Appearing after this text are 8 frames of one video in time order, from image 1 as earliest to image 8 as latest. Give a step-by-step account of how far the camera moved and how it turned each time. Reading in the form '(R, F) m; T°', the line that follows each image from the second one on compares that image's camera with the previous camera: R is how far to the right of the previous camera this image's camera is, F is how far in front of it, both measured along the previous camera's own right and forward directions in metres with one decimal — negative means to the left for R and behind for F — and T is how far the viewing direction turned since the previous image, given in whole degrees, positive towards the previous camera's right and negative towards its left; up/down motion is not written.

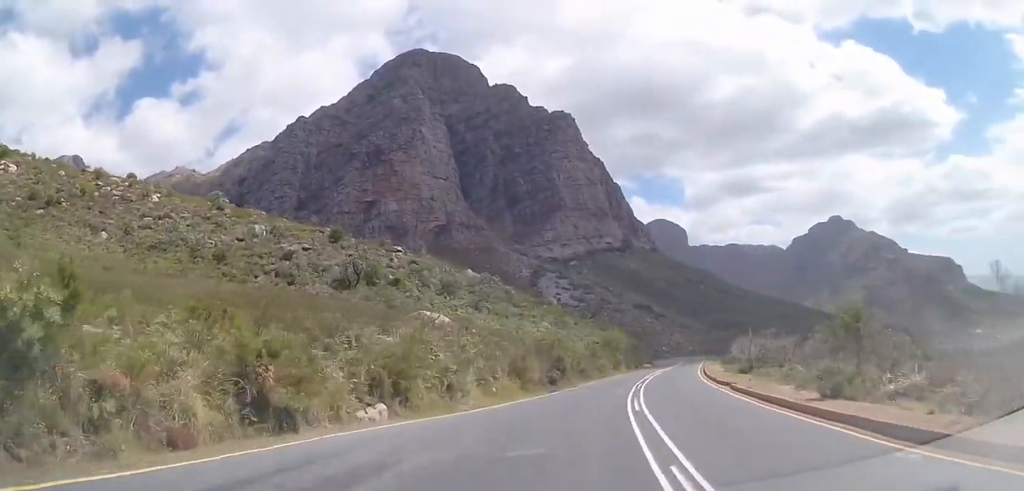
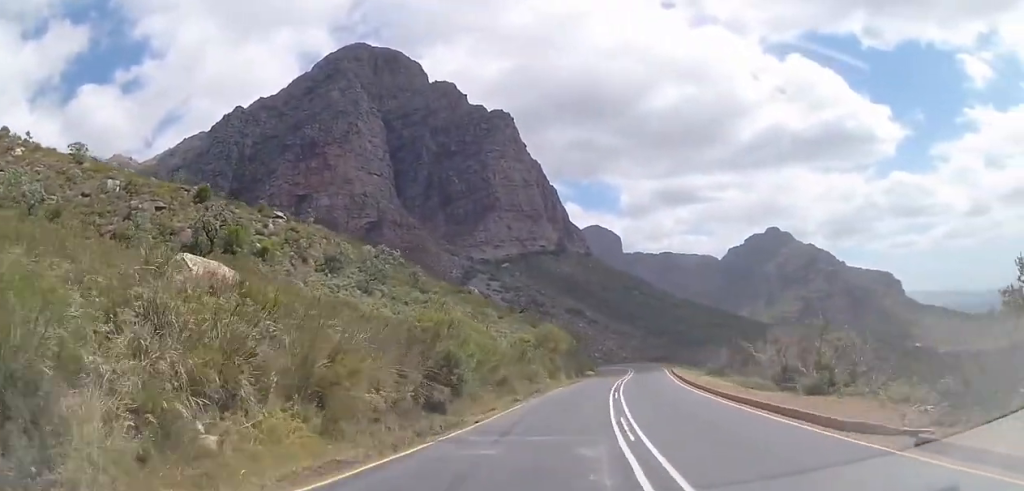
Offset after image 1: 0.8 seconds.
(+0.4, +19.0) m; +4°
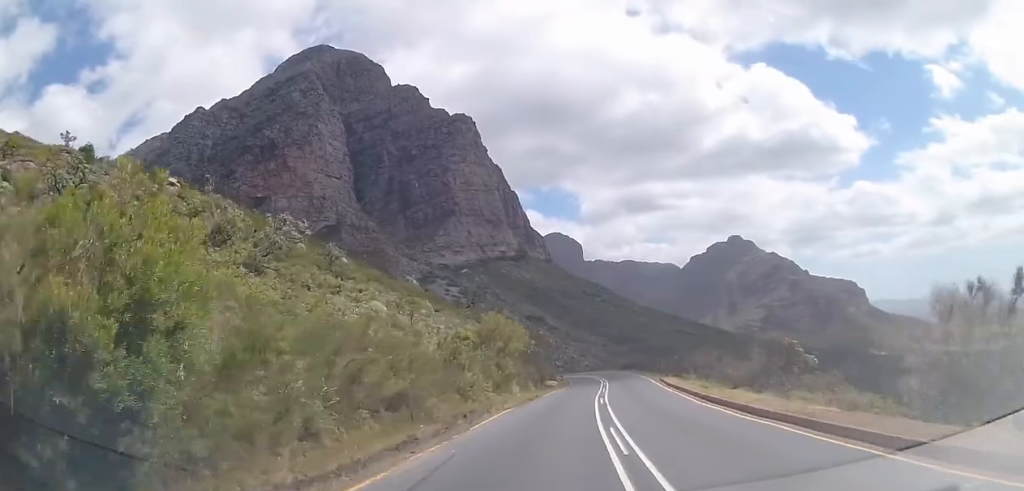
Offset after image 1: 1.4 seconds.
(+0.8, +14.4) m; +3°
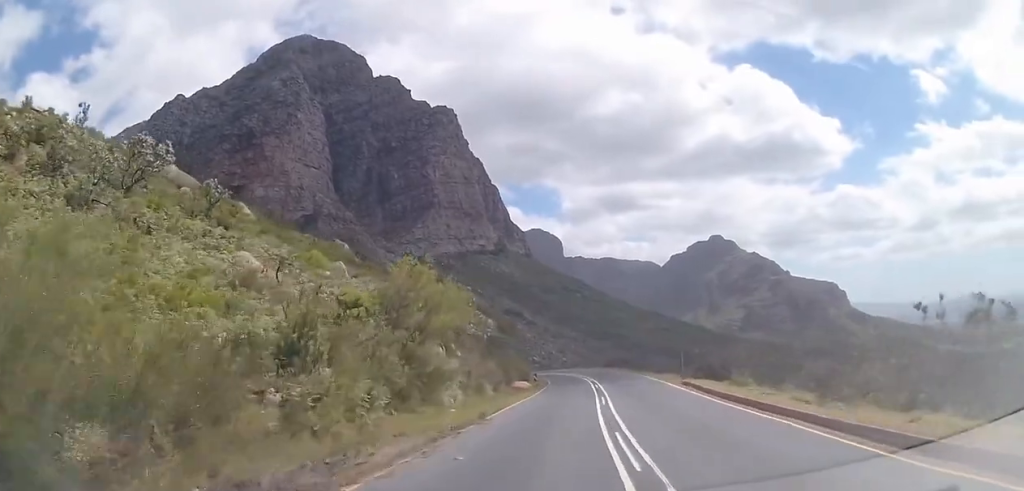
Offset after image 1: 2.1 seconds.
(+0.5, +15.9) m; +4°
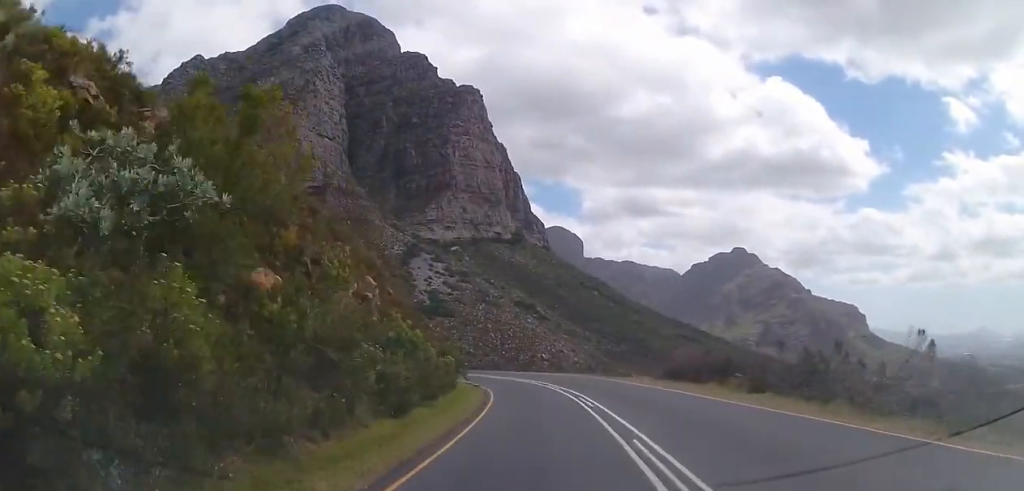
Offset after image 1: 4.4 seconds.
(+4.6, +51.9) m; +8°
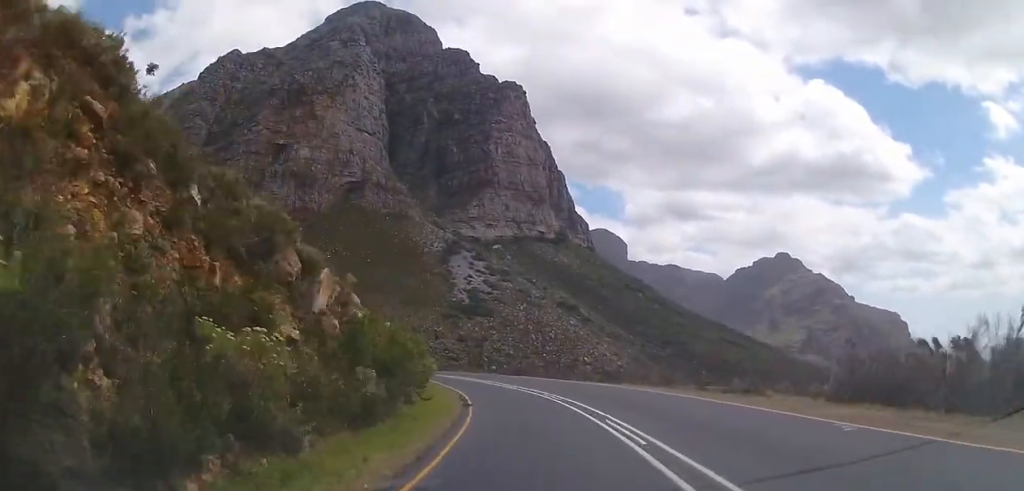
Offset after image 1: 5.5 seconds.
(+0.2, +20.0) m; -3°
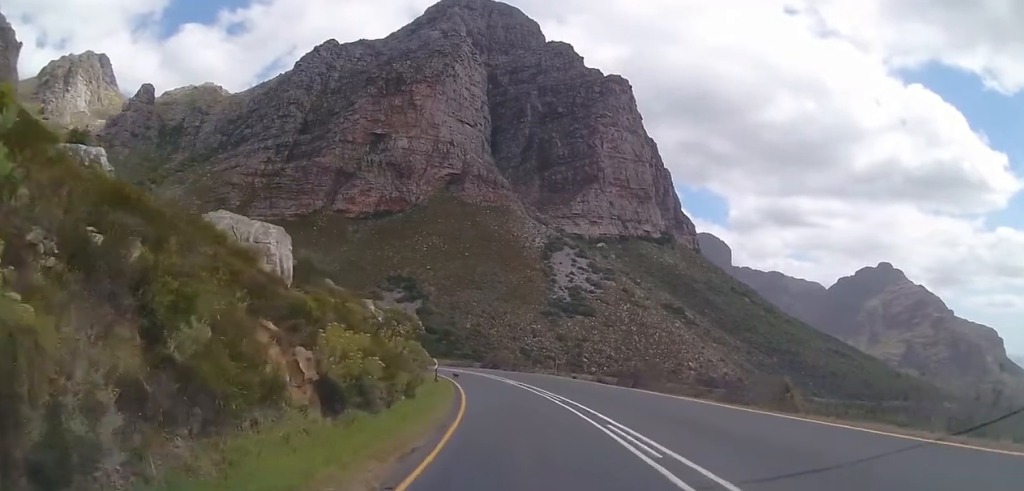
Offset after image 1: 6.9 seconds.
(-2.2, +23.6) m; -12°
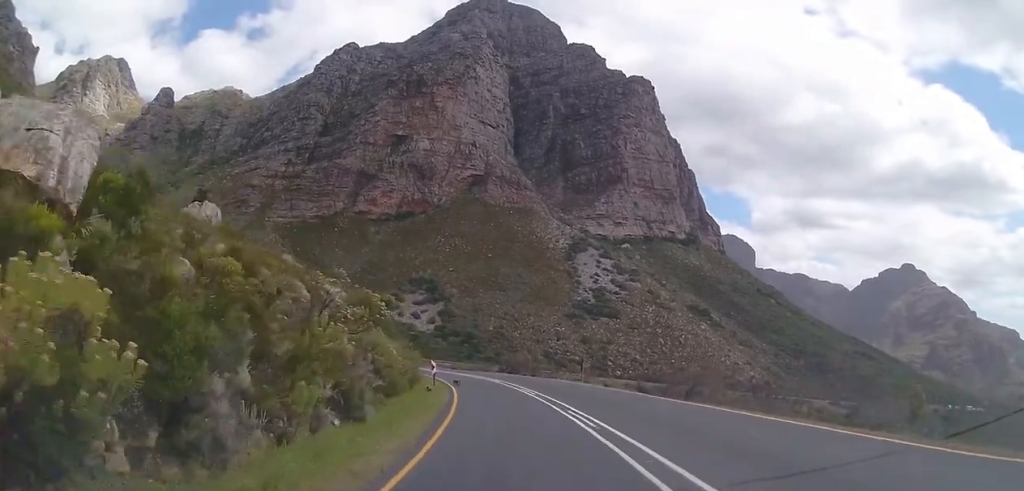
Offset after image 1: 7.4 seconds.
(-0.3, +6.7) m; -4°
